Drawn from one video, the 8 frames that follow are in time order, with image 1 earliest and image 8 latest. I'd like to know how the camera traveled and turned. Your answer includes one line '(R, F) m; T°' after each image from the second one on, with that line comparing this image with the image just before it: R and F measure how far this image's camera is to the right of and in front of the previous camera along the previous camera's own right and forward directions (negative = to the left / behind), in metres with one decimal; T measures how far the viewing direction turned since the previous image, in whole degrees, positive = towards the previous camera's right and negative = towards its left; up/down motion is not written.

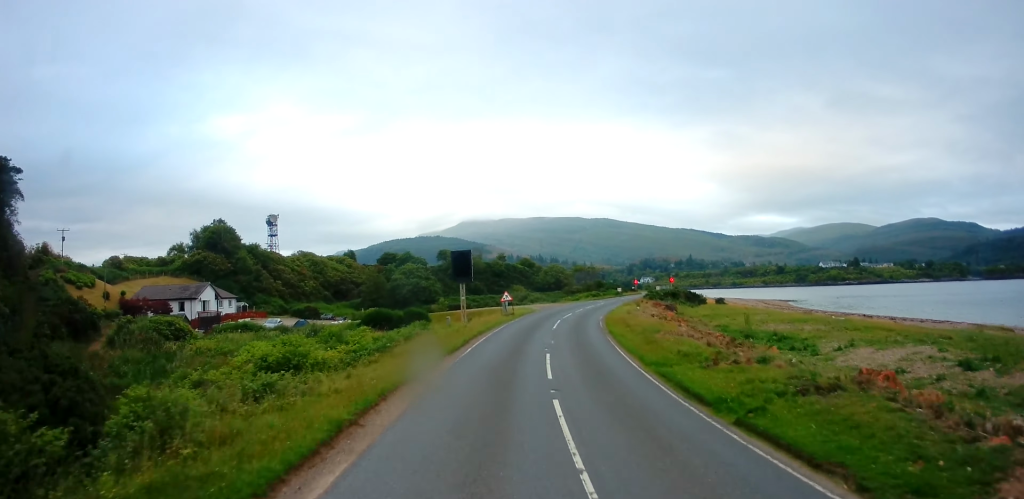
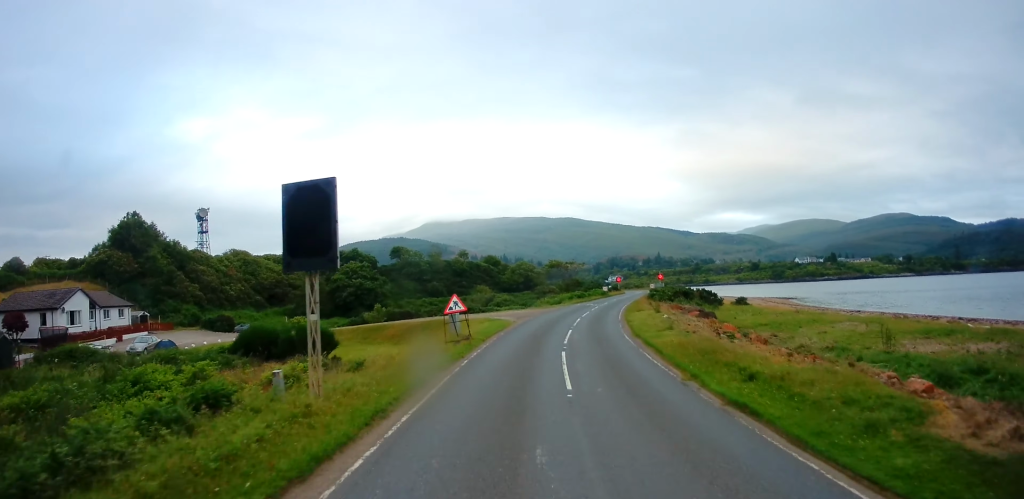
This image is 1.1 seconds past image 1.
(+0.3, +19.2) m; +4°
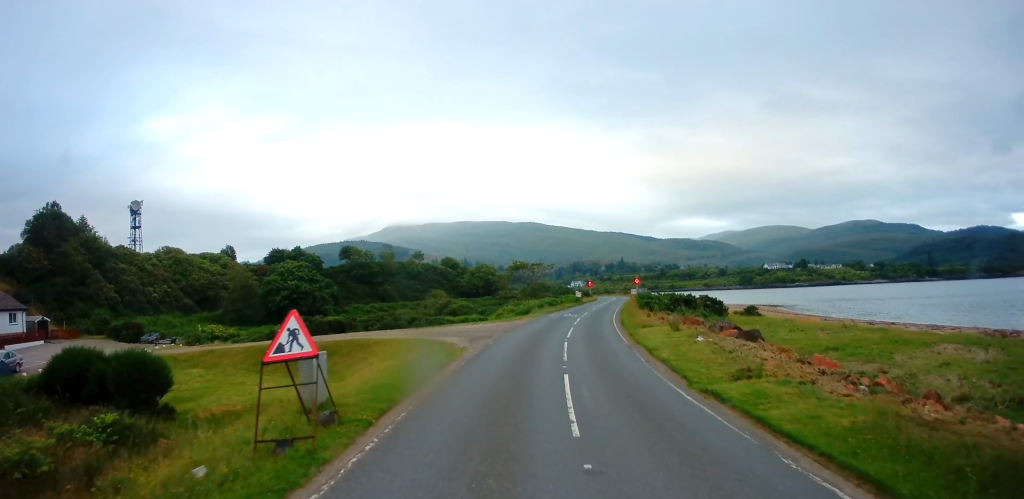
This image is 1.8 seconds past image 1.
(+0.1, +12.9) m; +4°
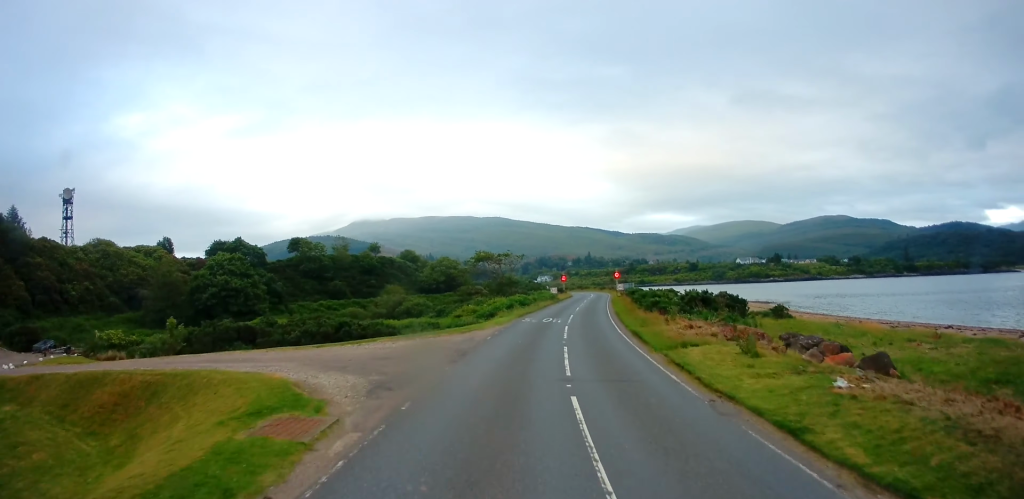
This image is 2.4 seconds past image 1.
(+0.7, +12.3) m; +5°
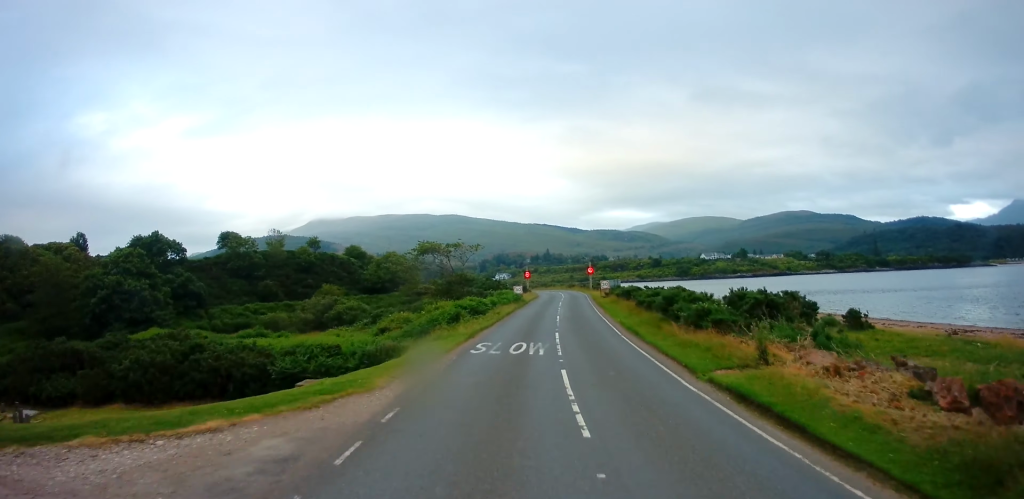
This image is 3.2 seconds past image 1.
(+0.7, +14.8) m; +4°
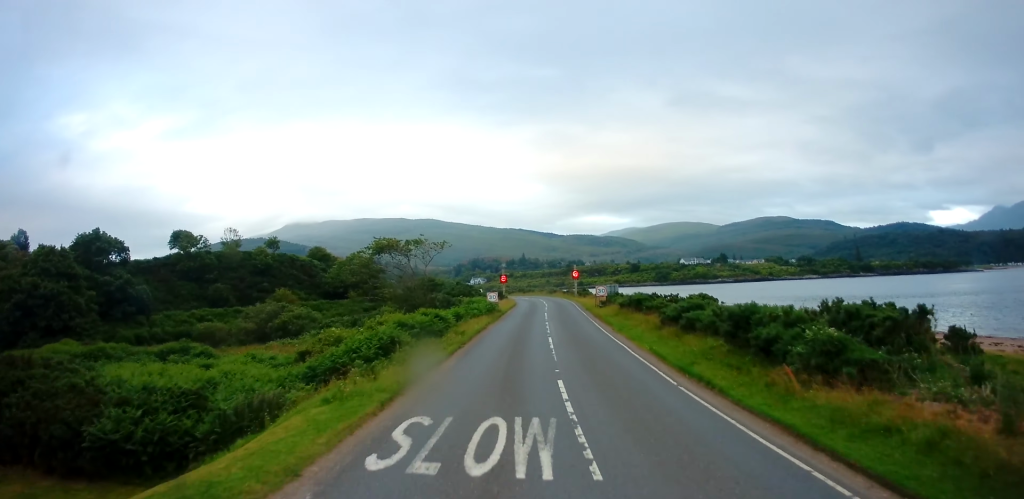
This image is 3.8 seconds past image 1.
(+0.3, +9.8) m; +2°
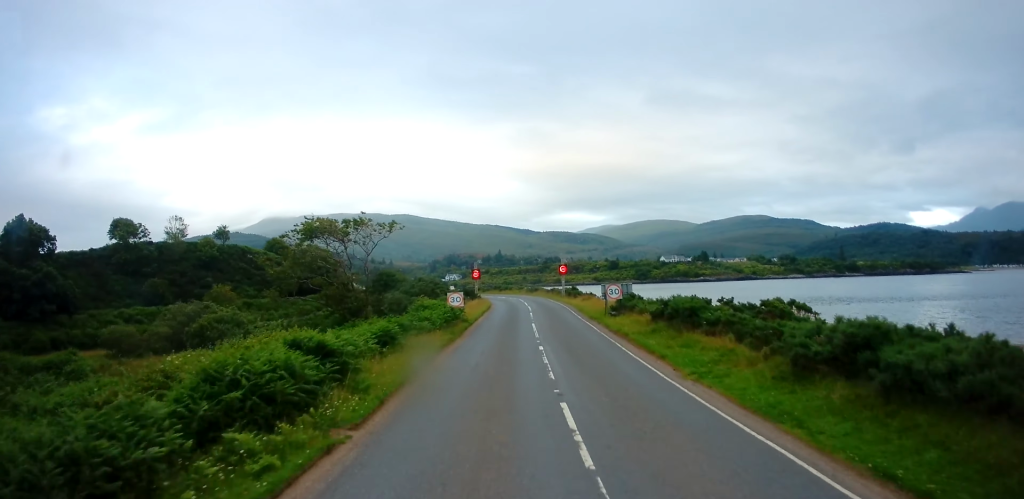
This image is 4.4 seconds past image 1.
(0.0, +12.0) m; 0°
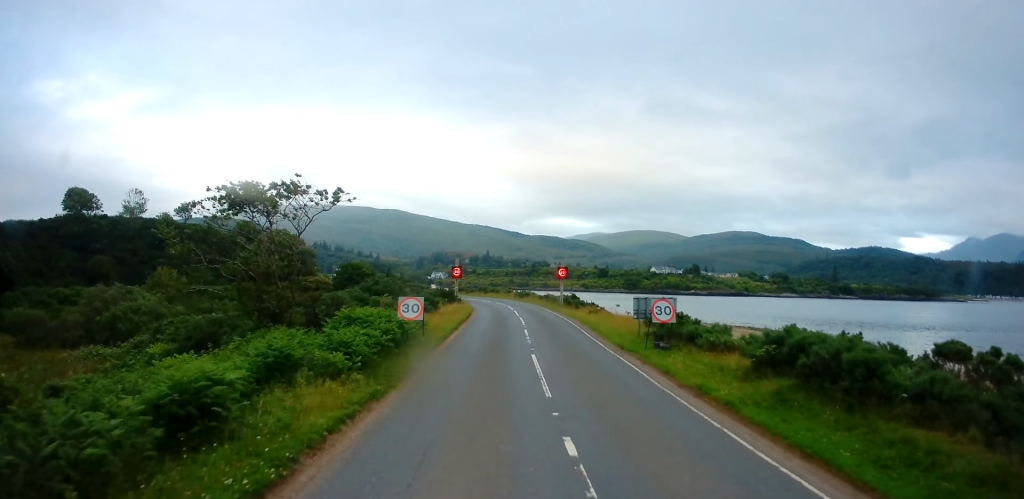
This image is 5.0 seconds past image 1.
(0.0, +10.0) m; 0°
